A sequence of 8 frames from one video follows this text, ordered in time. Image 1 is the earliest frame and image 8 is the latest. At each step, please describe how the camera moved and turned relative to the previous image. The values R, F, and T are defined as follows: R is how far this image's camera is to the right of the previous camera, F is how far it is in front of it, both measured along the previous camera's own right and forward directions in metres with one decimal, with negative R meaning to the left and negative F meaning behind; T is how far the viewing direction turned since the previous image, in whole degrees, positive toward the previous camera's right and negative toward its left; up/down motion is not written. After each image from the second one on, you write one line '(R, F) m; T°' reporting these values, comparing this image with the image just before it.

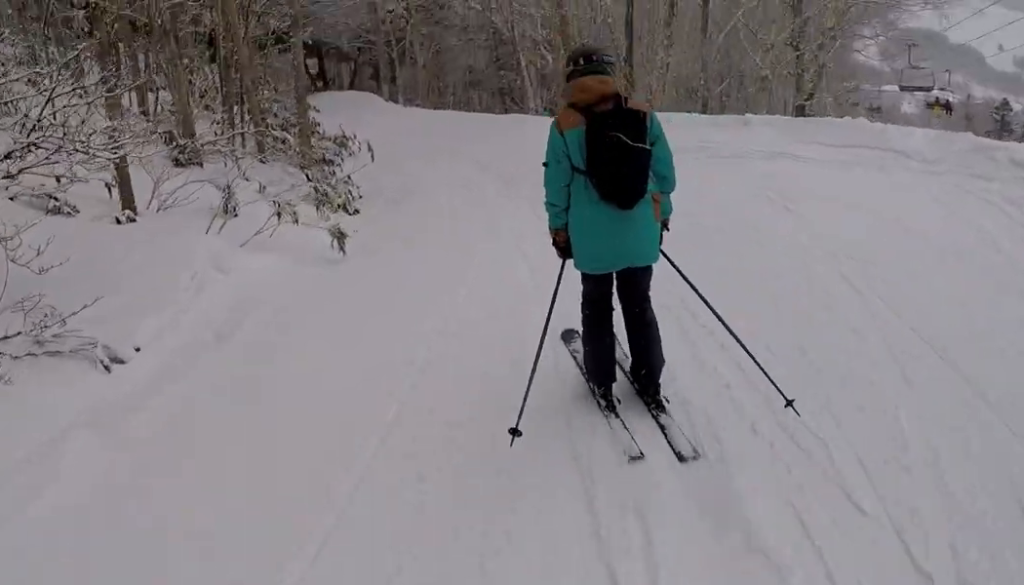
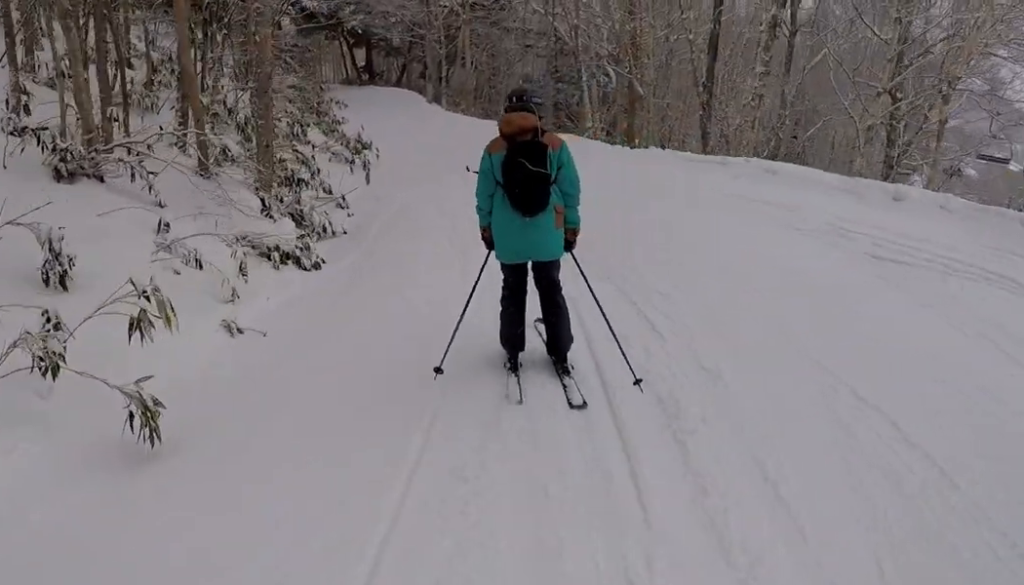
(-1.2, +5.3) m; 0°
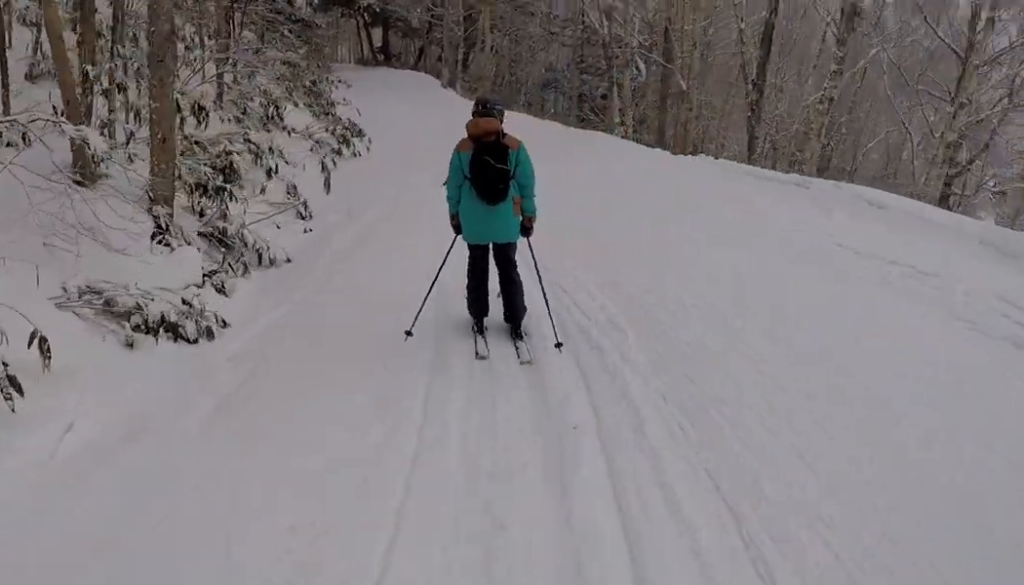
(+0.7, +3.8) m; -2°
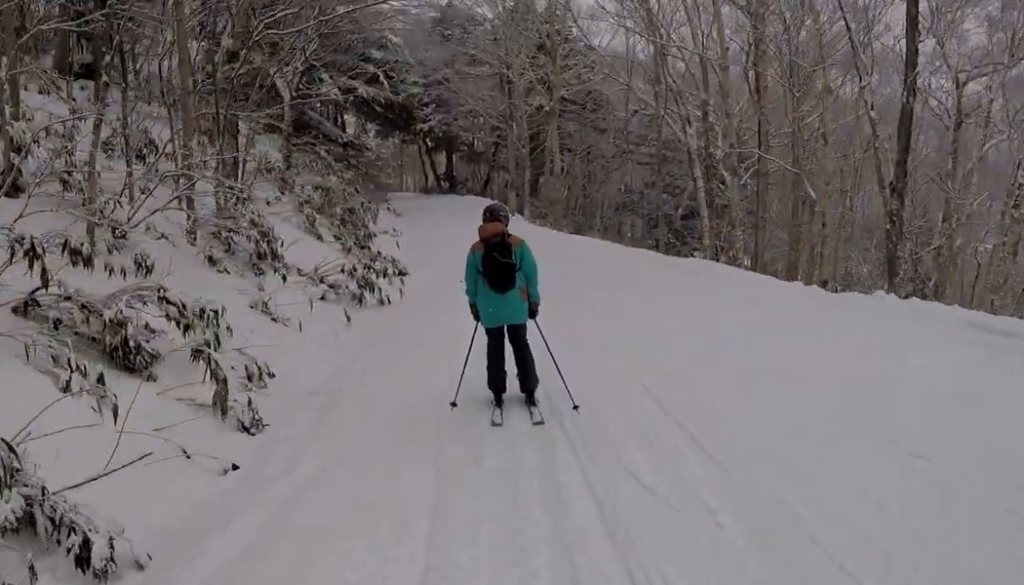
(-0.1, +4.9) m; -6°
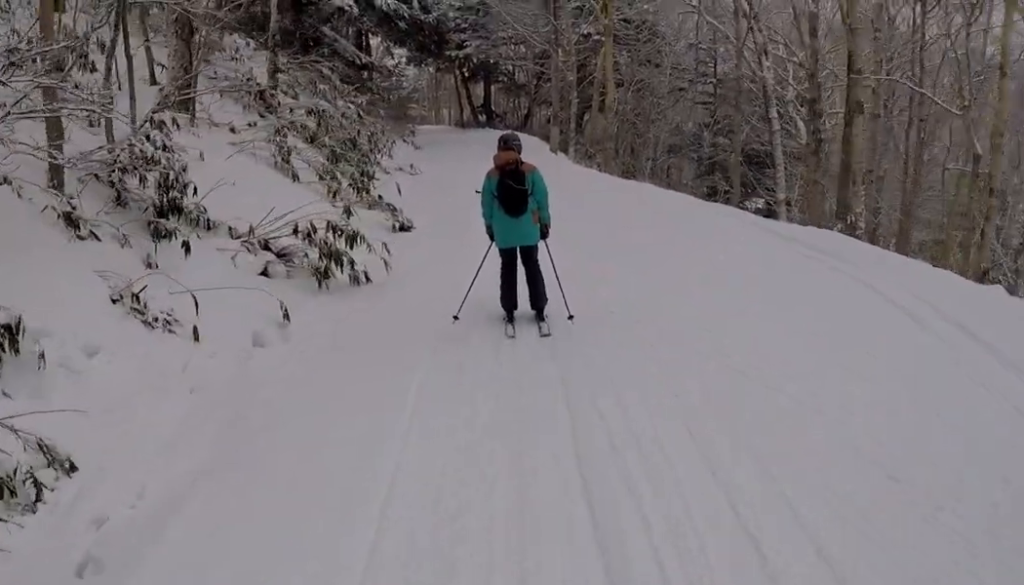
(-0.6, +4.4) m; -8°
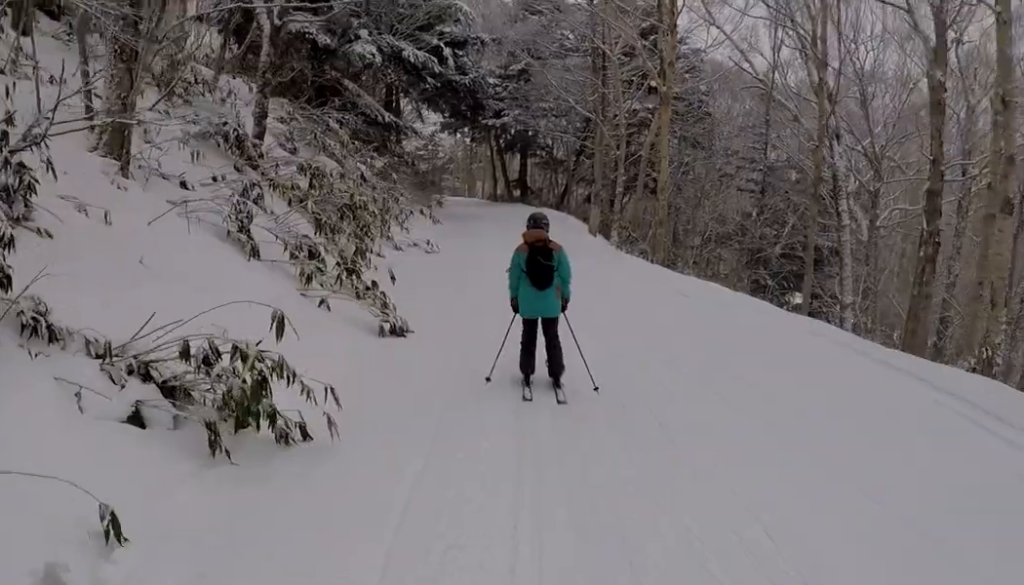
(0.0, +3.3) m; 0°
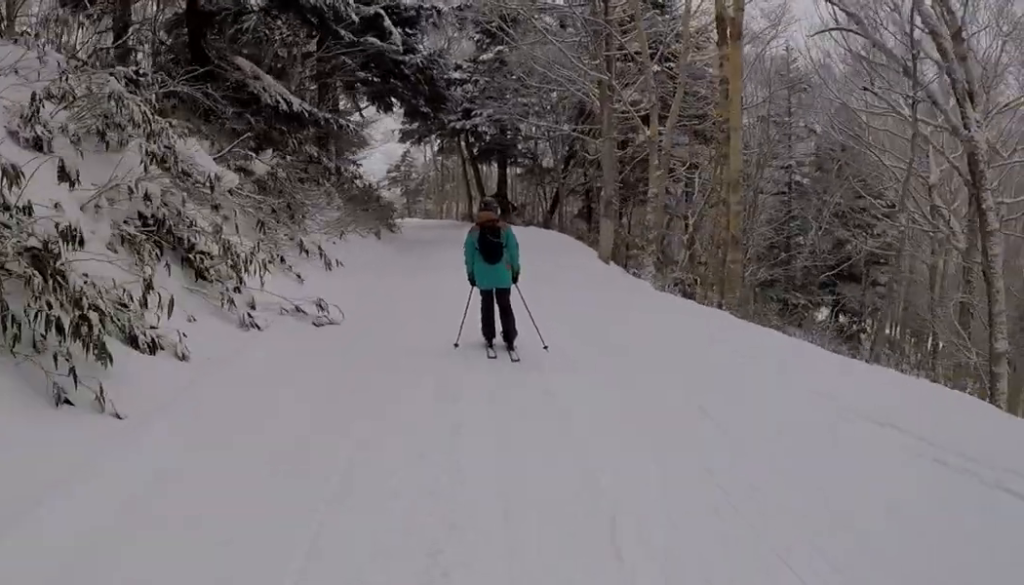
(0.0, +8.4) m; 0°
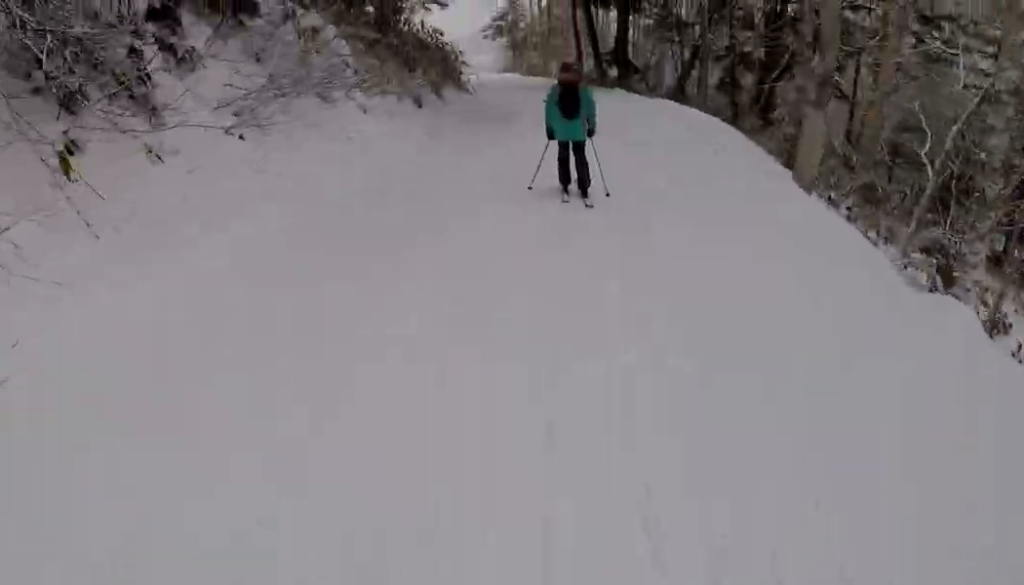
(0.0, +8.5) m; 0°
